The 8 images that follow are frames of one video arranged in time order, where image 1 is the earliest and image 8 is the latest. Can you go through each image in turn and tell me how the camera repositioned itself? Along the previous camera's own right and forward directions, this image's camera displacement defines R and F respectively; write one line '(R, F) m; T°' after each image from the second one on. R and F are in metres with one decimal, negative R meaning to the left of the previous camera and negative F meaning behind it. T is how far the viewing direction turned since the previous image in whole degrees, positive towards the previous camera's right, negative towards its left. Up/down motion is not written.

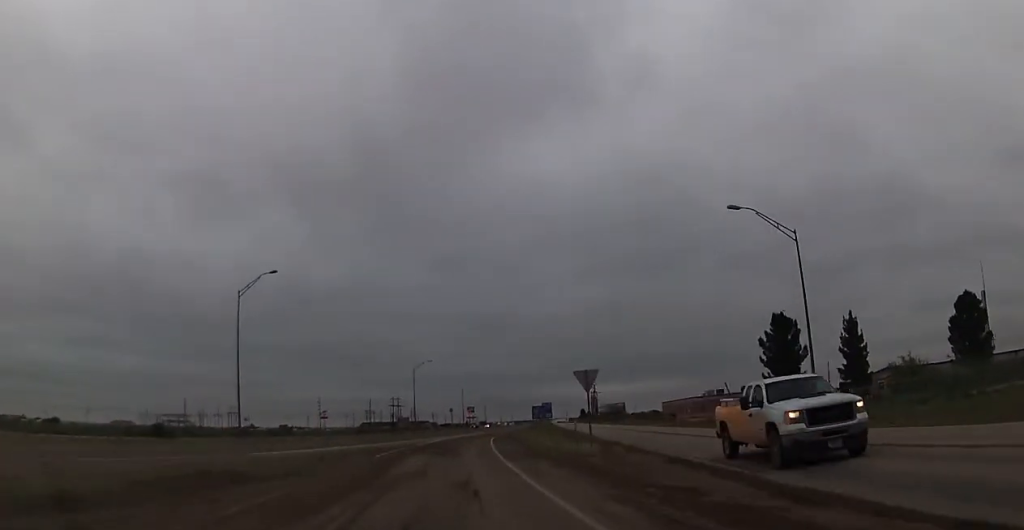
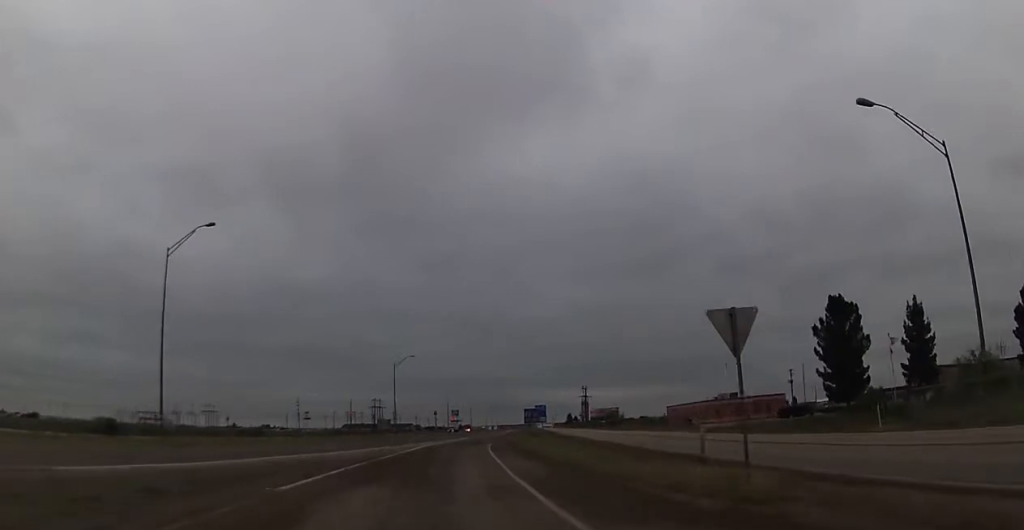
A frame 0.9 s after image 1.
(-0.1, +14.2) m; 0°
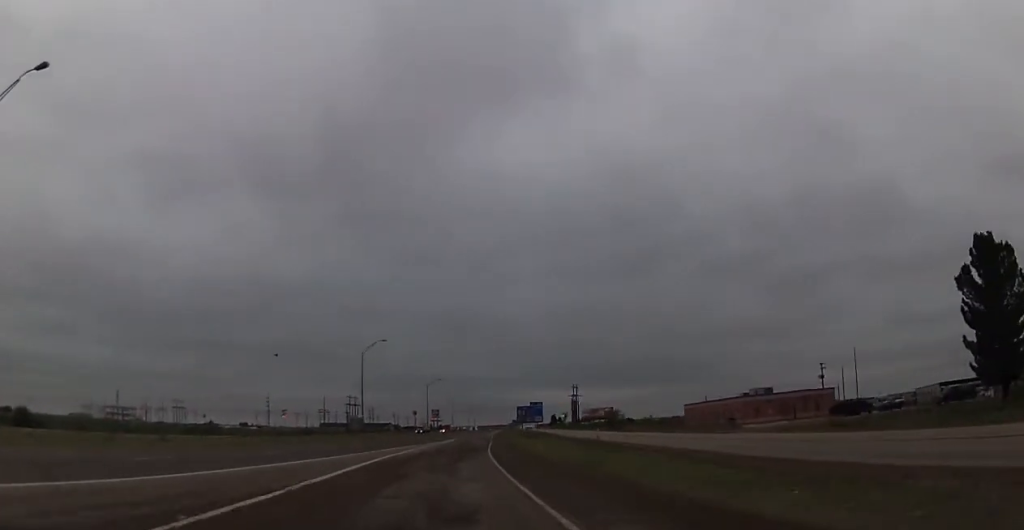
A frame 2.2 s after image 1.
(+0.3, +20.9) m; +2°
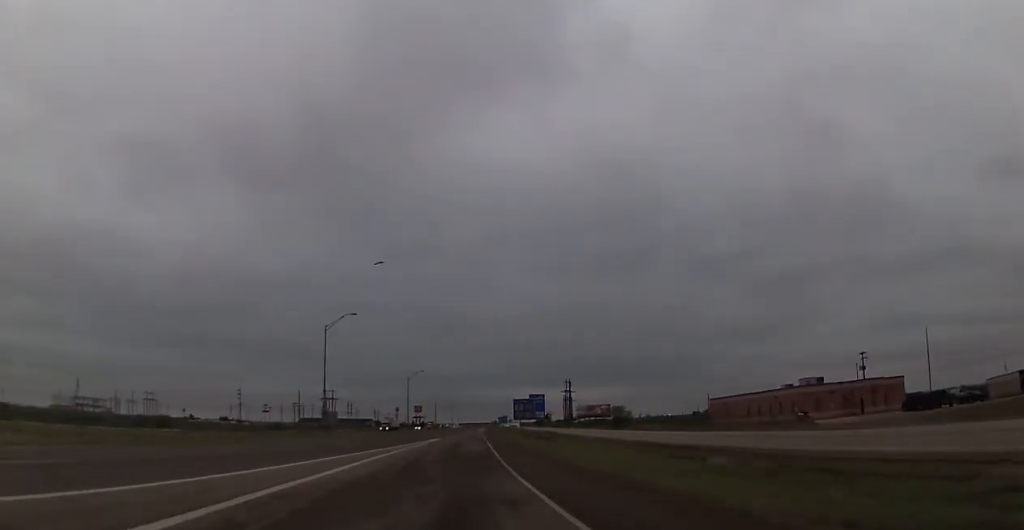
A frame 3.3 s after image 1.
(+0.5, +19.0) m; +3°
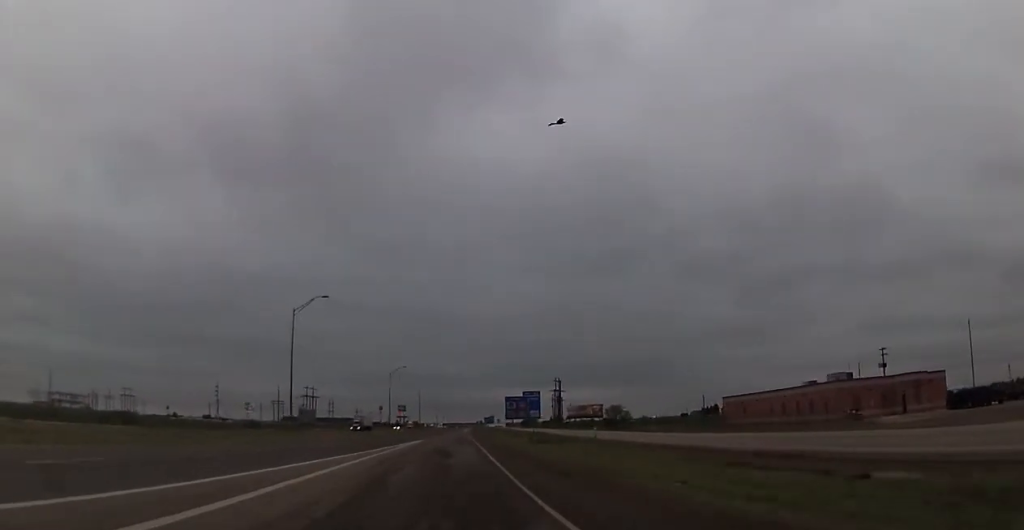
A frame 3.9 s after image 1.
(+0.2, +9.8) m; +1°
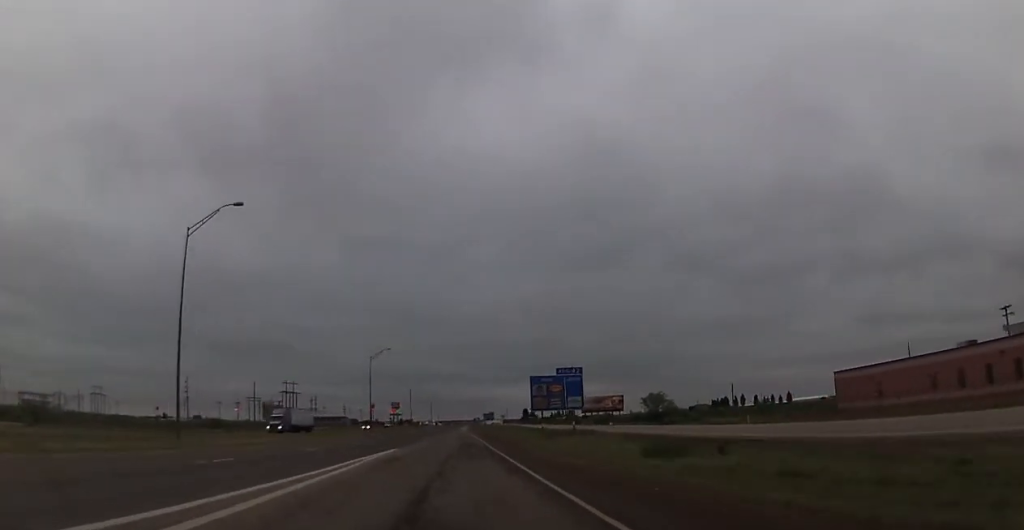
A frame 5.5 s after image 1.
(0.0, +28.7) m; 0°
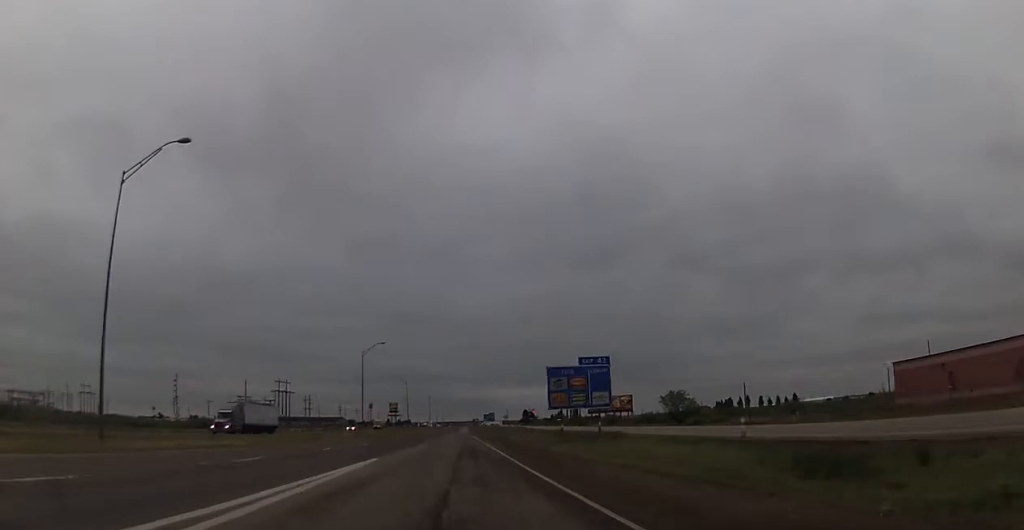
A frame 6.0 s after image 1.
(+0.1, +9.7) m; 0°
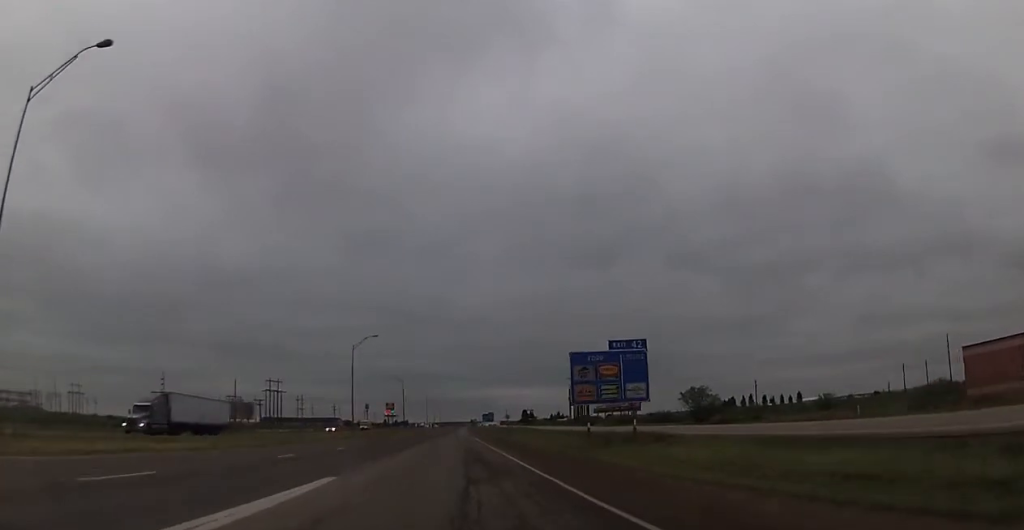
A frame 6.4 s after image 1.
(+0.2, +9.2) m; 0°
